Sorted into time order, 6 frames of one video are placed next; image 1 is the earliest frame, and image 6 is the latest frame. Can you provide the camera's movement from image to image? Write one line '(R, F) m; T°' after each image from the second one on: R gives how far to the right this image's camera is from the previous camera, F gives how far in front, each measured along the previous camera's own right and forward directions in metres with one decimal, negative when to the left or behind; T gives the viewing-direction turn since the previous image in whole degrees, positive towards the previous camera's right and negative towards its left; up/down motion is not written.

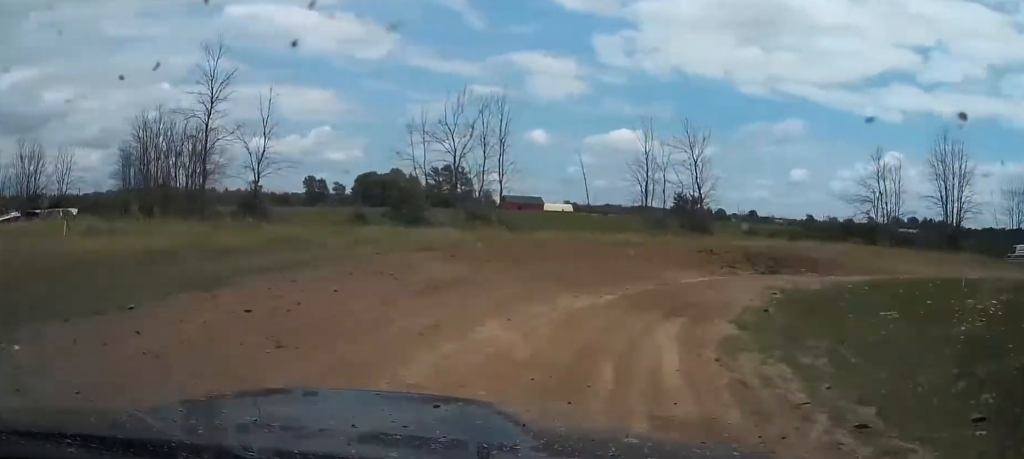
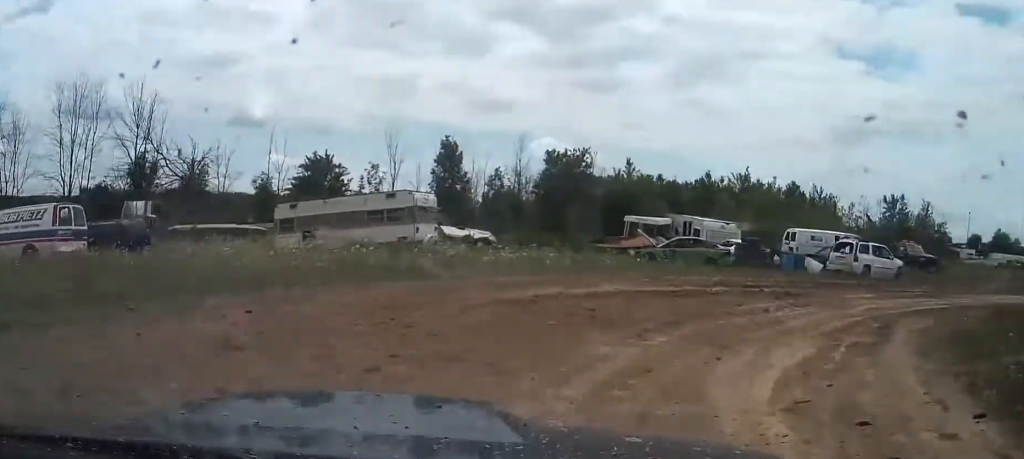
(+20.1, +28.5) m; +88°
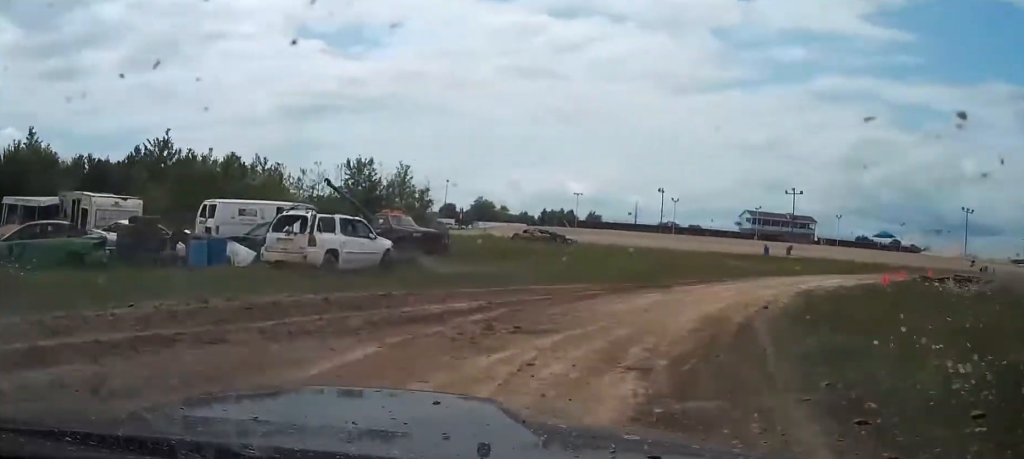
(+6.1, +12.9) m; +42°
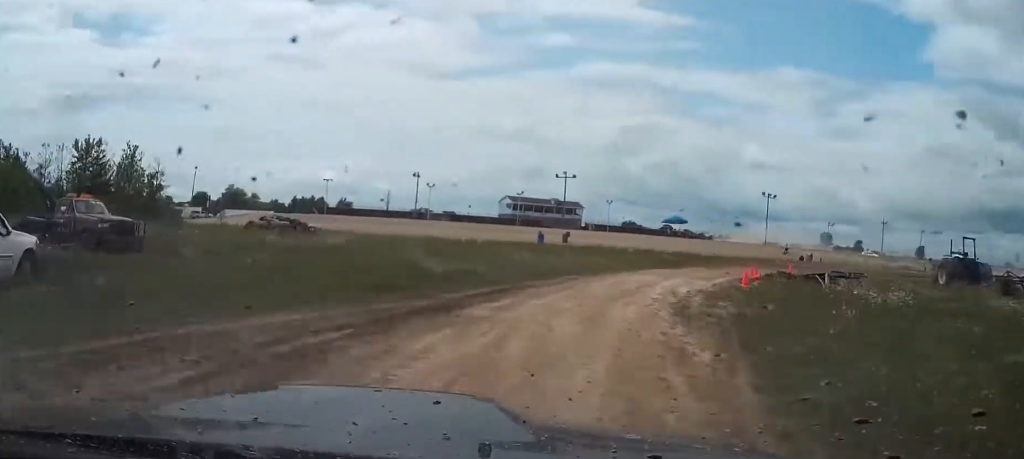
(+1.4, +8.6) m; +15°
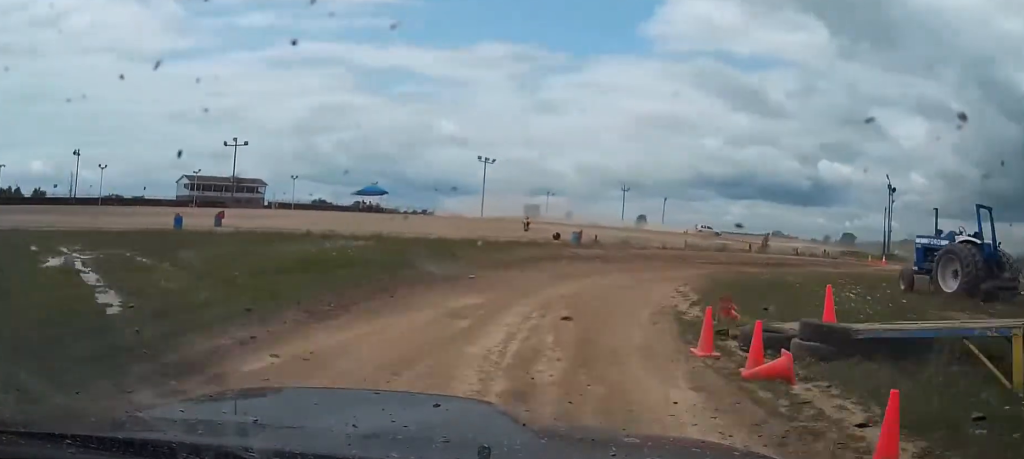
(+4.9, +19.5) m; +26°
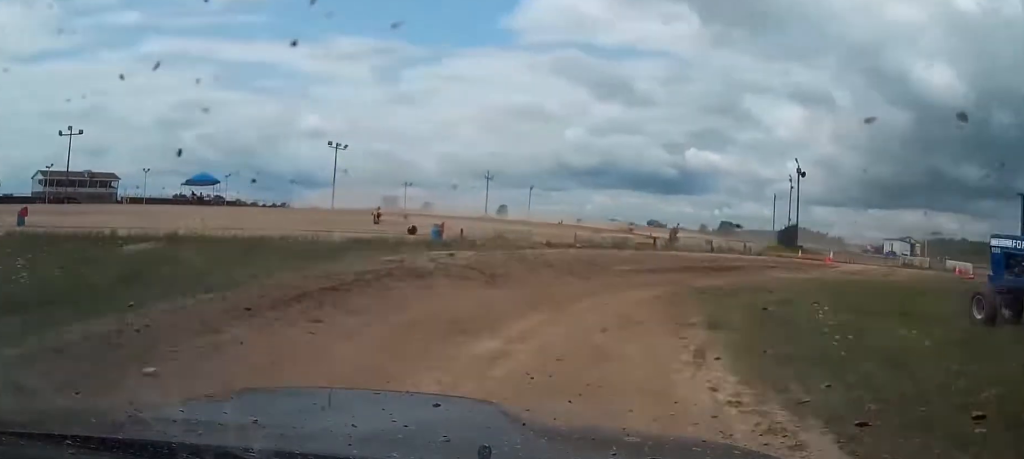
(+0.8, +9.7) m; +11°
